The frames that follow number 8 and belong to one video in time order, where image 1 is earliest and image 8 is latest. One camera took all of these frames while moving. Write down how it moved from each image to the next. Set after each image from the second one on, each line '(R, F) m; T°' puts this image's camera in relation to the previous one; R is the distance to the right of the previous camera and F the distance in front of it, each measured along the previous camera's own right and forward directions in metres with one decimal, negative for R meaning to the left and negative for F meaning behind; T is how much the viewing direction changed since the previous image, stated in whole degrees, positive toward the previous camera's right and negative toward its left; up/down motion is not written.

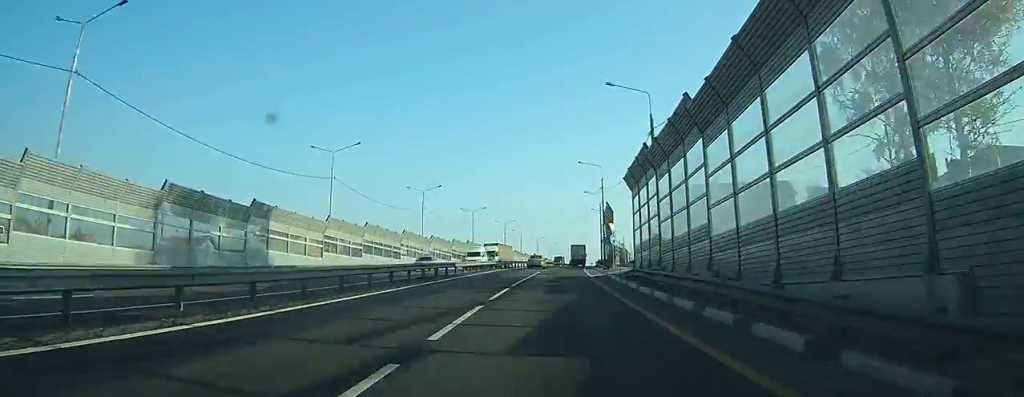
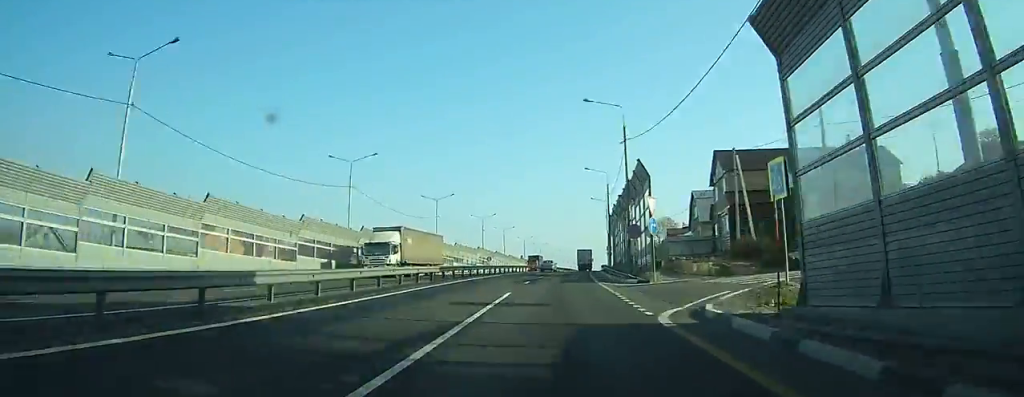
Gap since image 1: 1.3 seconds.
(0.0, +26.7) m; +1°
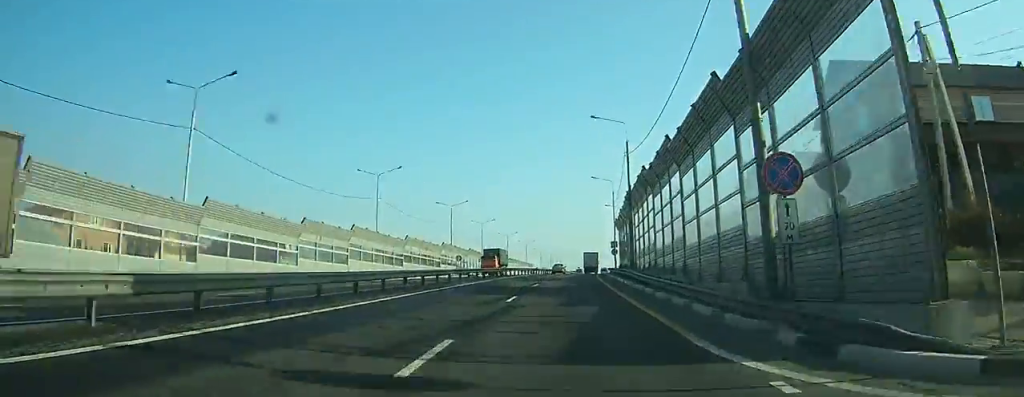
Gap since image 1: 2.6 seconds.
(+0.4, +24.7) m; +1°
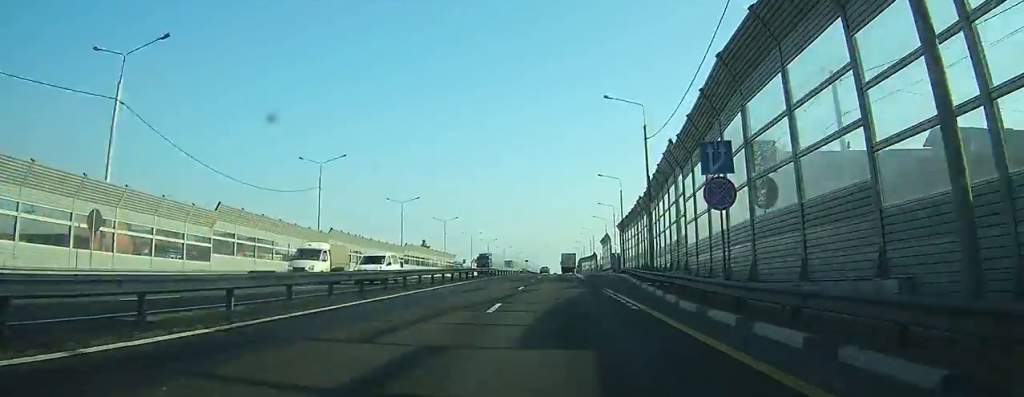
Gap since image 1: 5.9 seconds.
(+2.0, +64.6) m; +4°
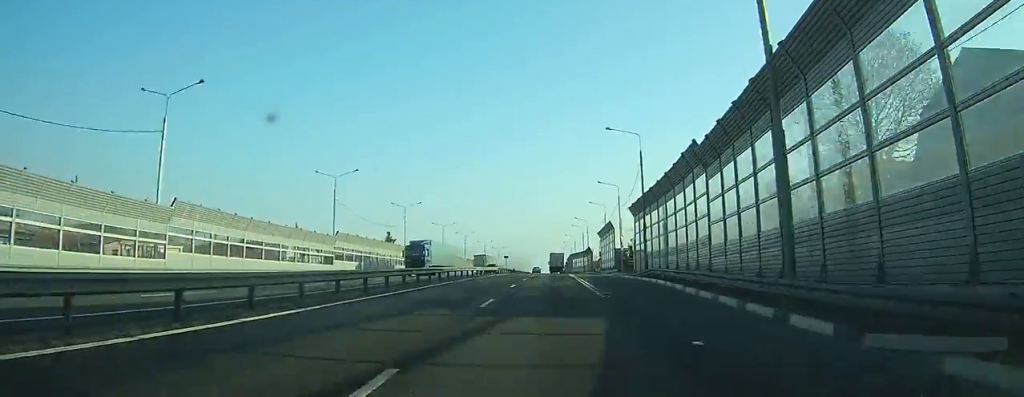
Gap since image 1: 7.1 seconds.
(+0.3, +22.0) m; +2°
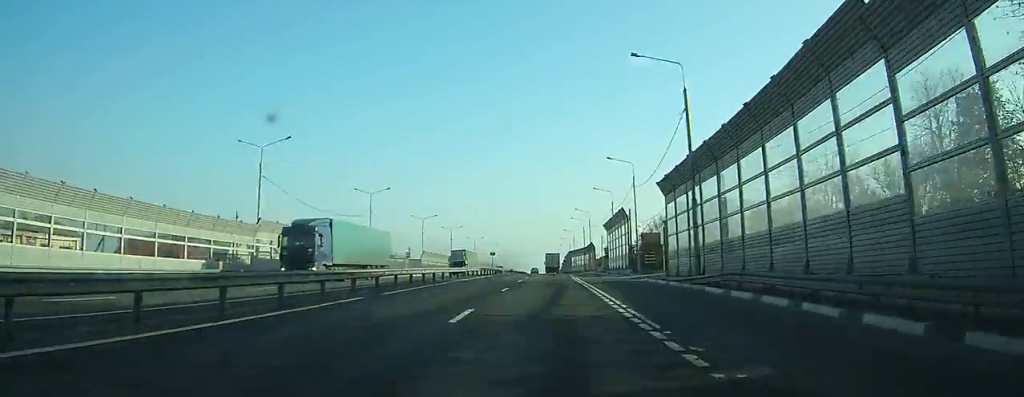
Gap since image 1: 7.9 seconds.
(+0.2, +15.8) m; +1°
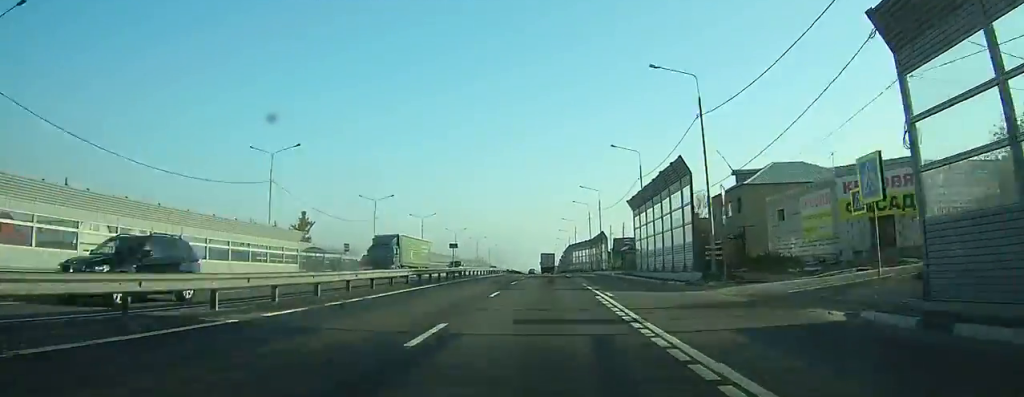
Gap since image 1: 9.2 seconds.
(+0.4, +26.6) m; +1°
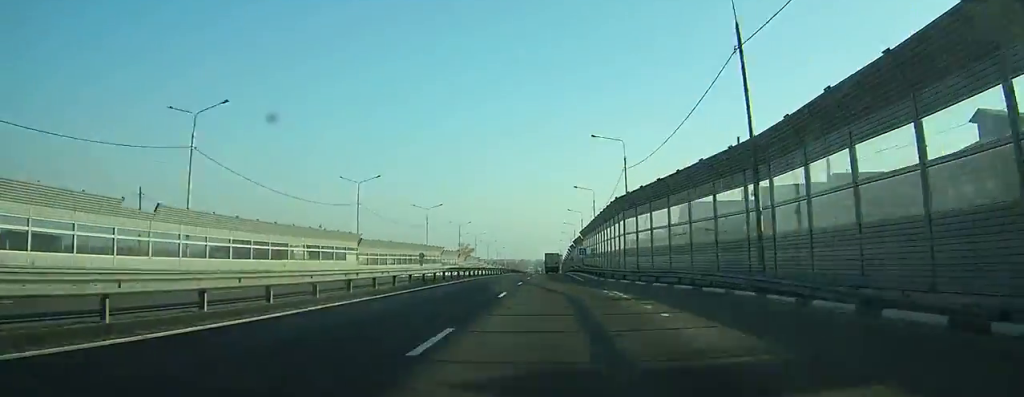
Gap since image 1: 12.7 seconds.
(-0.5, +71.7) m; -1°
